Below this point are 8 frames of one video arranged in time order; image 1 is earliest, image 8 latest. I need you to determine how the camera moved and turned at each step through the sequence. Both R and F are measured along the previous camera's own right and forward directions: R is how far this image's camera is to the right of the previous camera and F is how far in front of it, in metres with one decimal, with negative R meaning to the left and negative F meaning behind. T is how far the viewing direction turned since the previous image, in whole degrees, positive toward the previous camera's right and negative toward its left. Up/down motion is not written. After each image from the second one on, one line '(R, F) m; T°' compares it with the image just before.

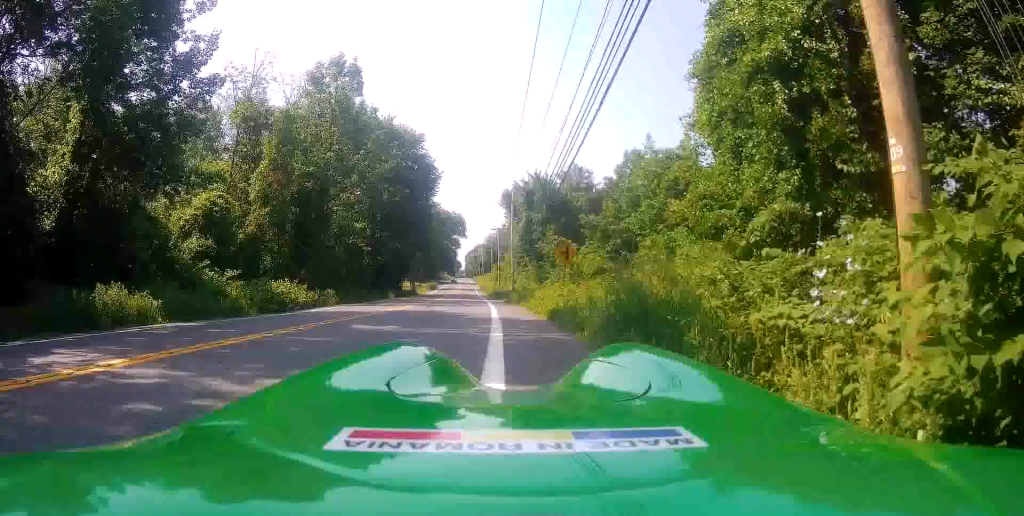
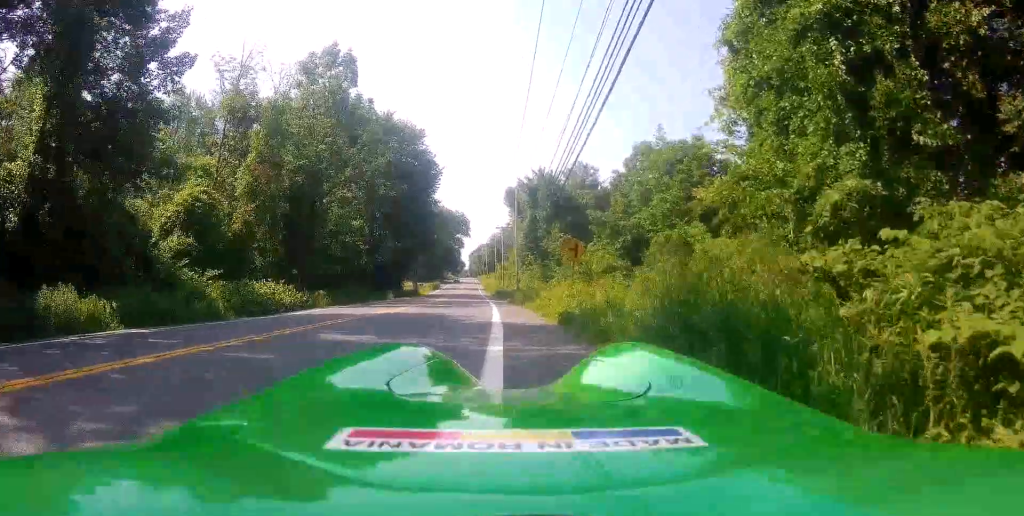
(0.0, +2.1) m; 0°
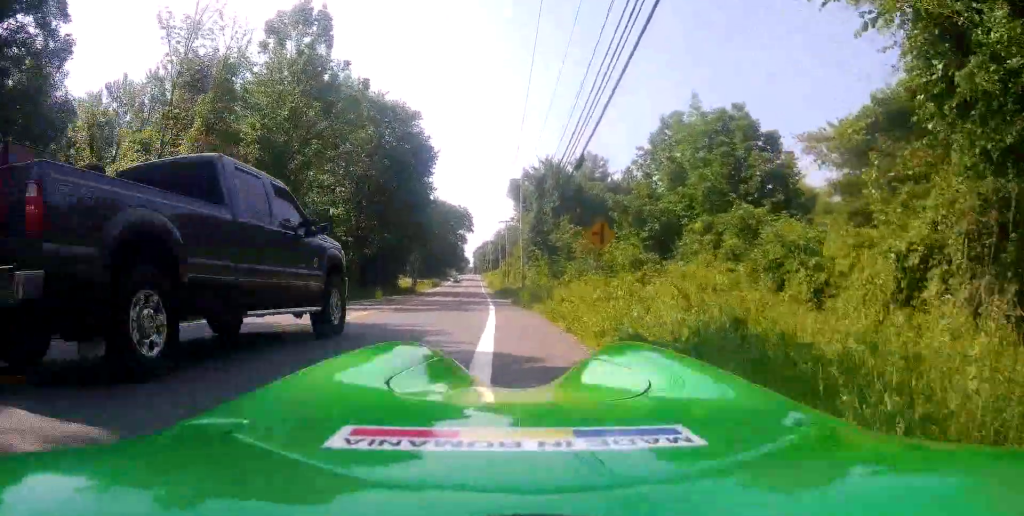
(+0.2, +5.6) m; +5°
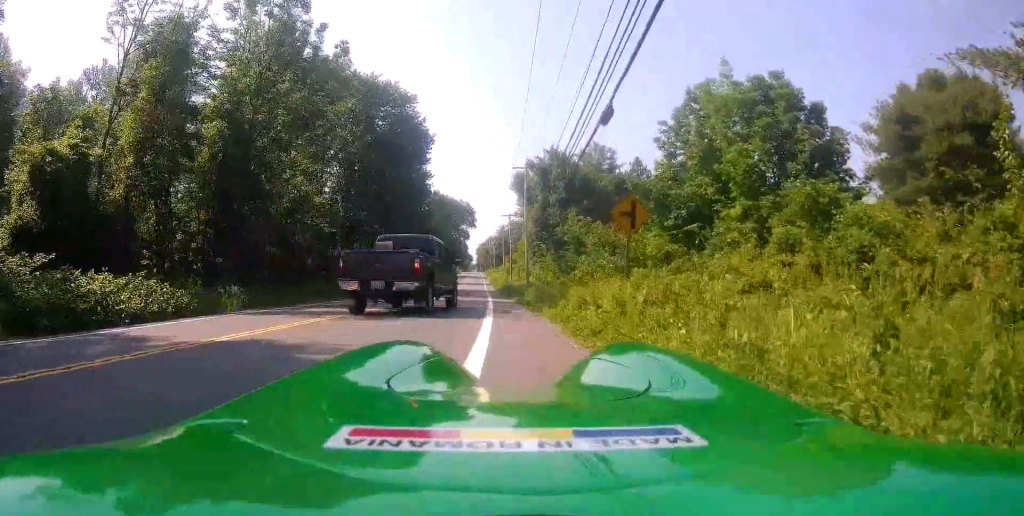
(+0.2, +4.2) m; +2°
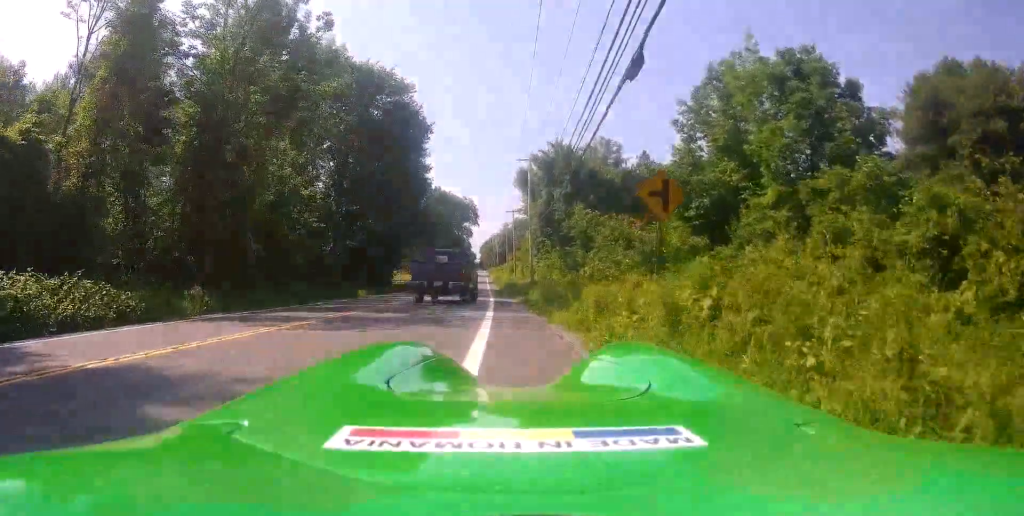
(+0.1, +2.5) m; -3°
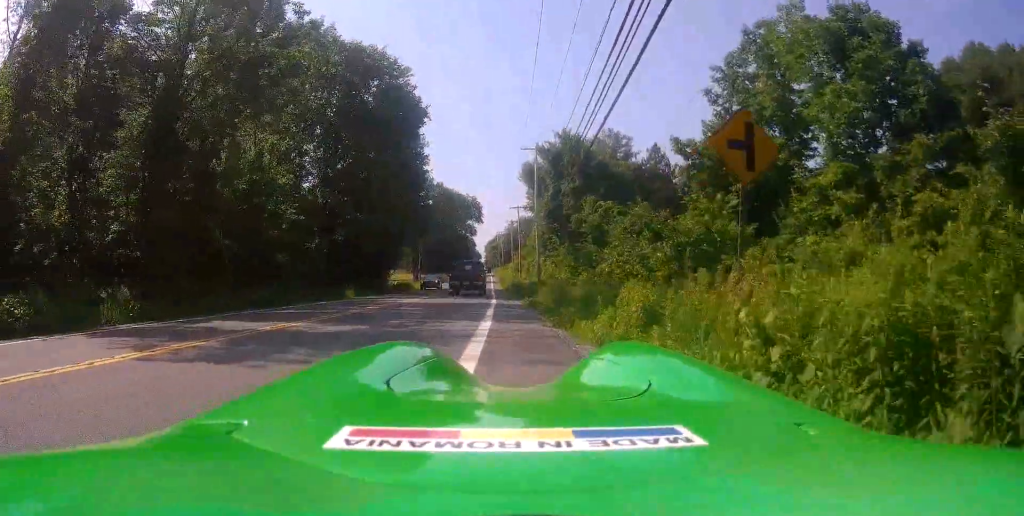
(-0.2, +4.0) m; -4°
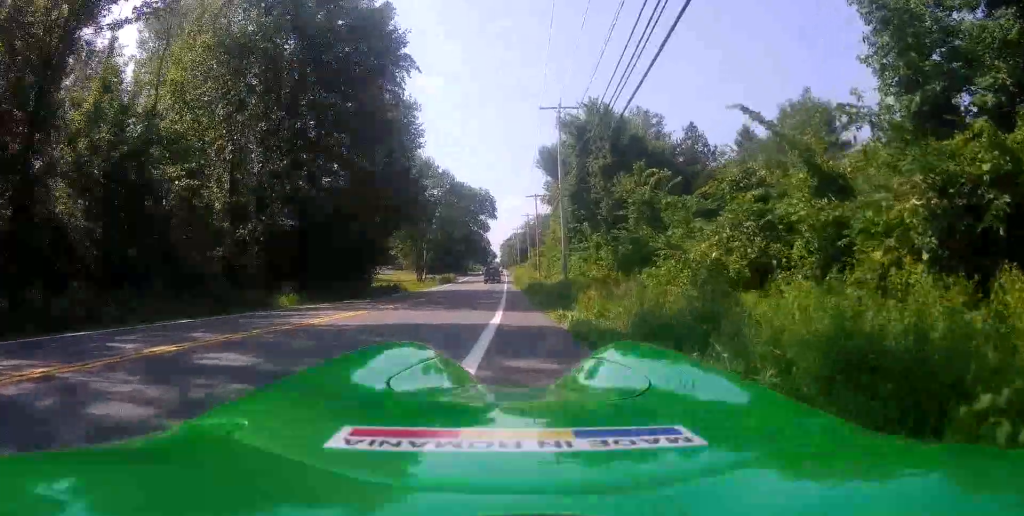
(0.0, +11.7) m; +3°
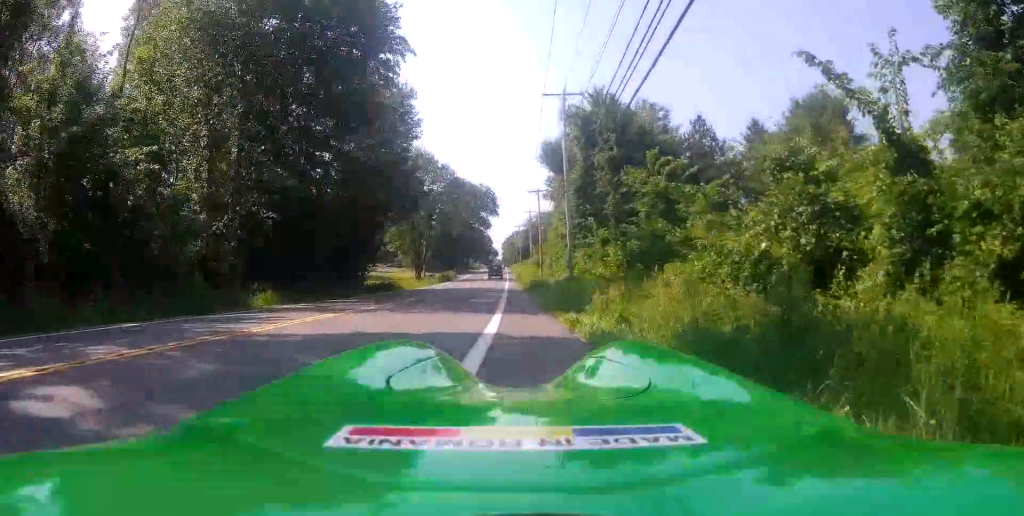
(0.0, +2.4) m; +1°
